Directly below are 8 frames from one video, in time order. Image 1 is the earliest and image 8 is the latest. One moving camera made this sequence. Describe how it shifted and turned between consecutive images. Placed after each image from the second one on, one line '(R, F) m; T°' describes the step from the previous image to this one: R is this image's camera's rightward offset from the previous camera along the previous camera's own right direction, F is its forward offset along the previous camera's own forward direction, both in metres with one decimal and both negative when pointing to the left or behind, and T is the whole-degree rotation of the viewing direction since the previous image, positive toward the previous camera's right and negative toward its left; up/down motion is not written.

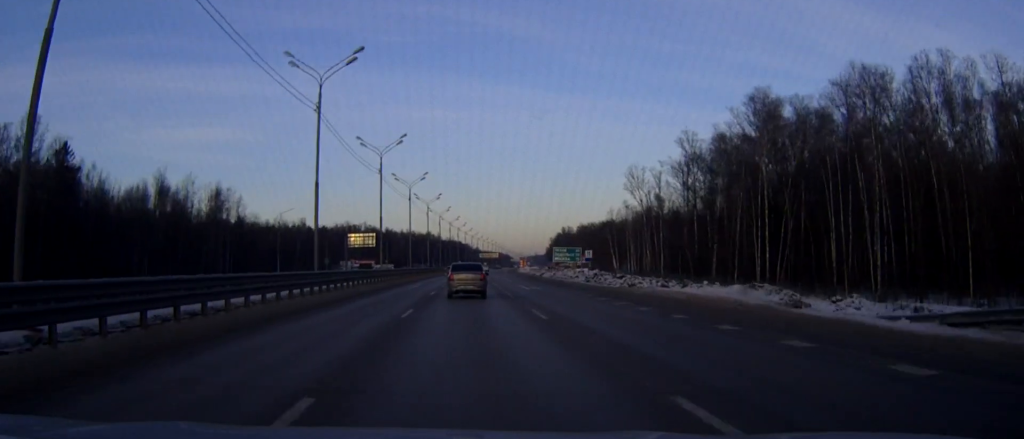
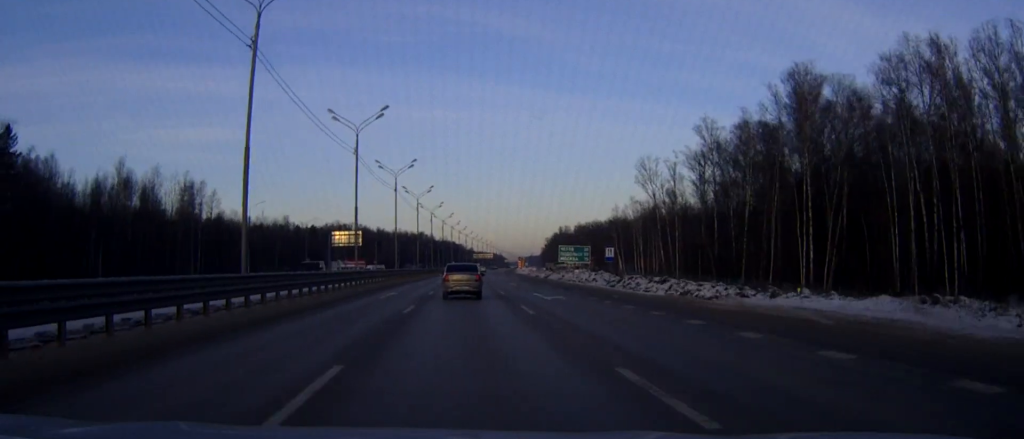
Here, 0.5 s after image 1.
(0.0, +13.5) m; 0°
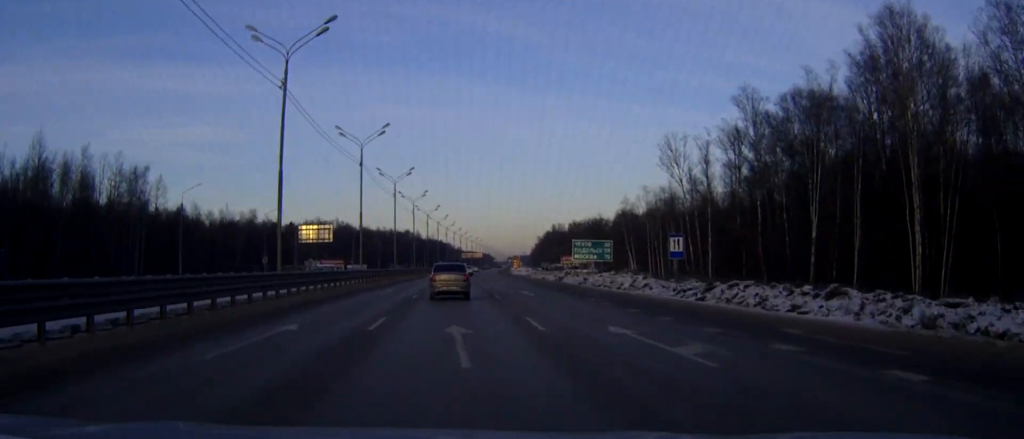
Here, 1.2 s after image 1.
(+0.2, +22.3) m; +1°
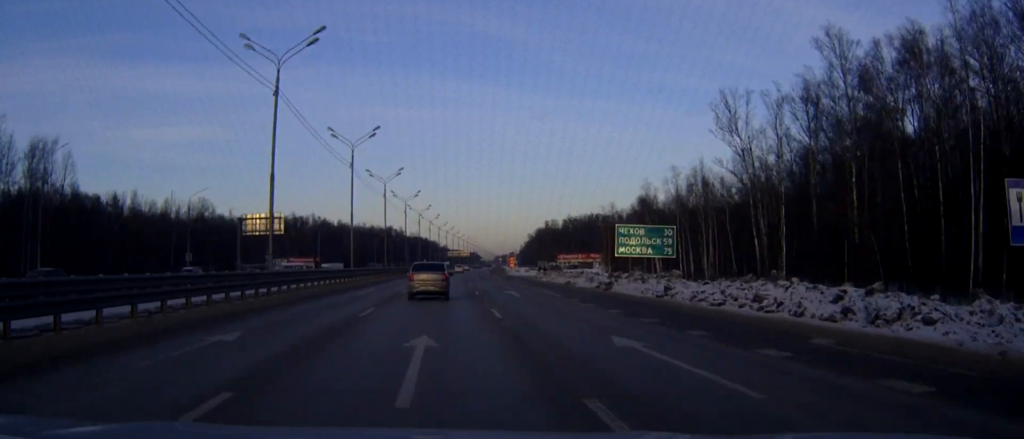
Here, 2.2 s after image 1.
(+0.2, +28.3) m; +1°
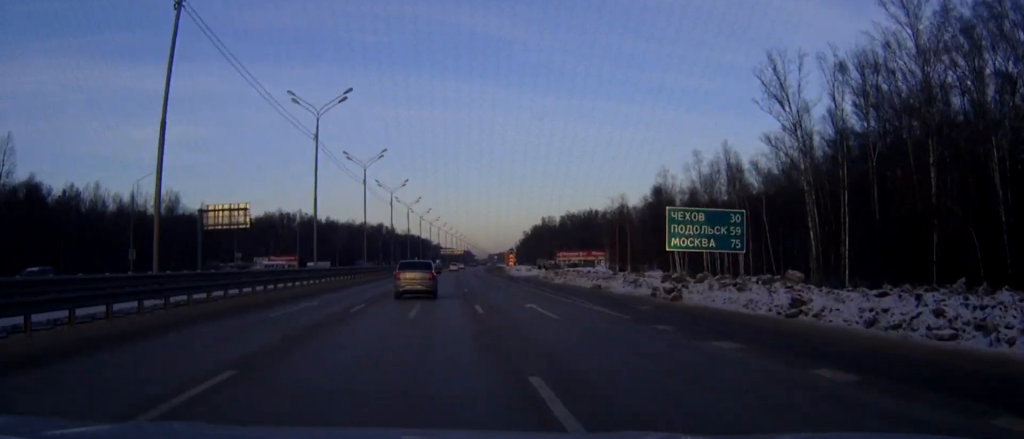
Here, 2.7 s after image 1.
(0.0, +14.6) m; 0°
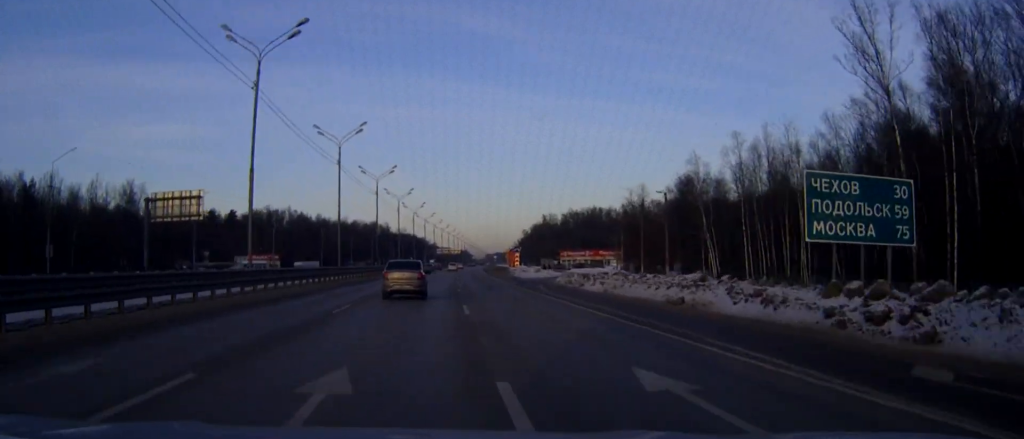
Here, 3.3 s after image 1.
(+0.1, +16.5) m; 0°
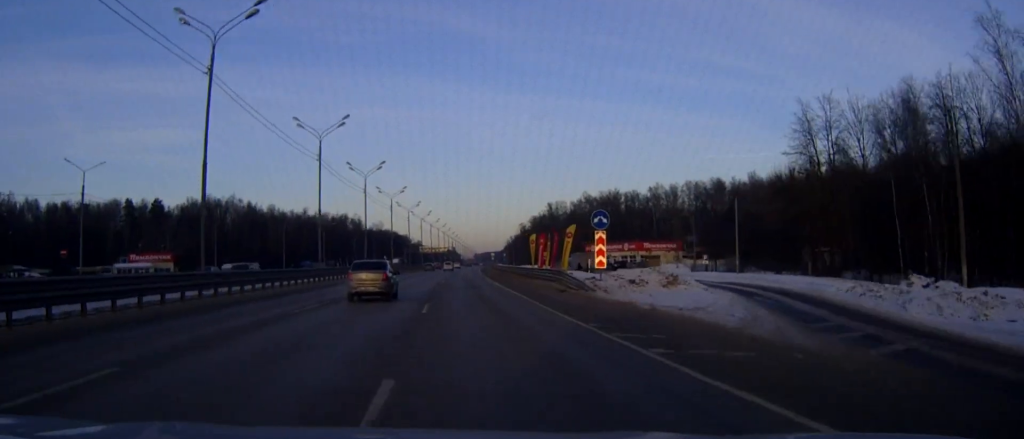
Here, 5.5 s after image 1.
(+0.6, +63.8) m; +1°
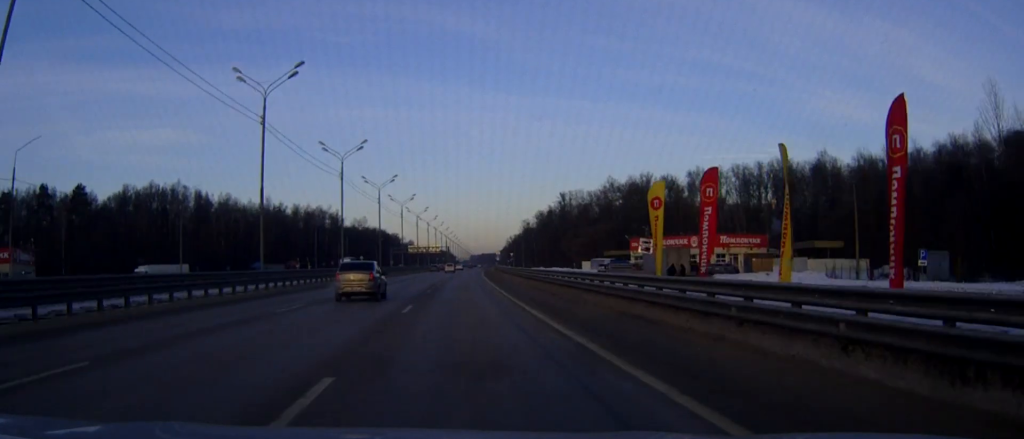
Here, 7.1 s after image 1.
(+0.1, +47.6) m; 0°
